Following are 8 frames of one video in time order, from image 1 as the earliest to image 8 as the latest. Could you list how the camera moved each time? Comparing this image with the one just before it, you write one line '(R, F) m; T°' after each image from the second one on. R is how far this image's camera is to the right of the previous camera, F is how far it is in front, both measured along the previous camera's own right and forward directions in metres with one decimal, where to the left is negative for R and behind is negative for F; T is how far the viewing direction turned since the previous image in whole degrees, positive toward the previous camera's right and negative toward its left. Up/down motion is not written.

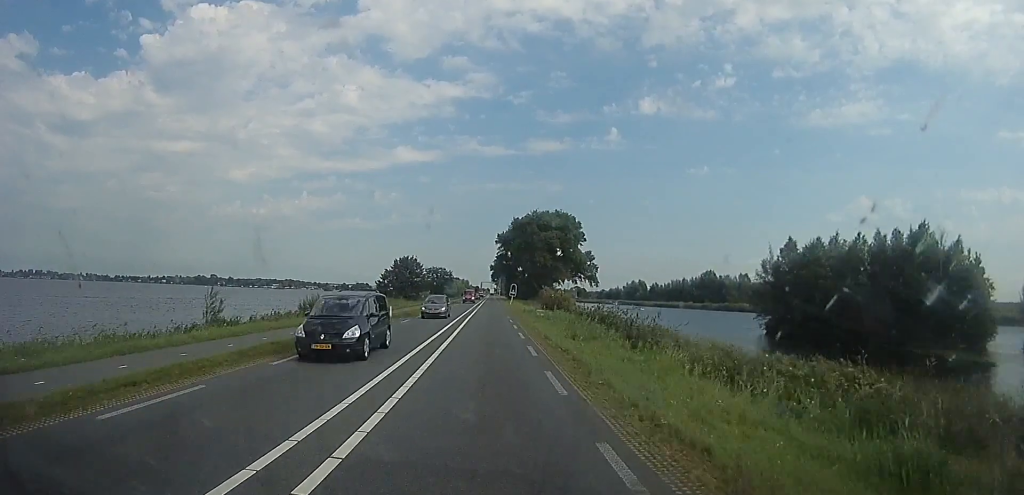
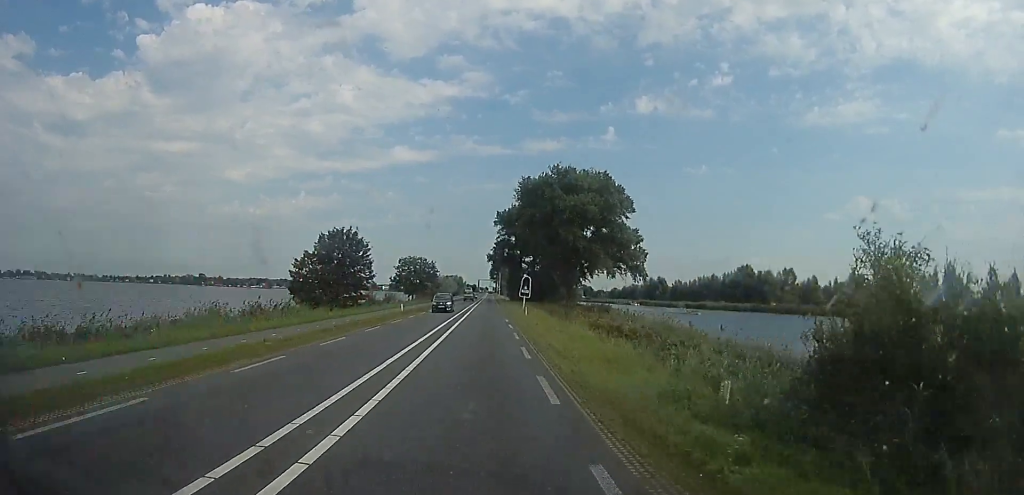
(+1.6, +43.4) m; +2°
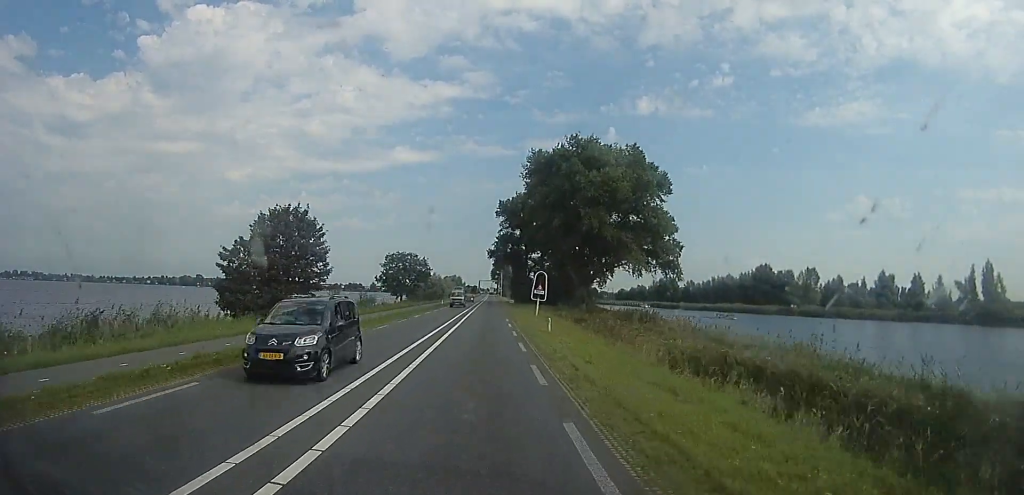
(-0.1, +16.4) m; 0°
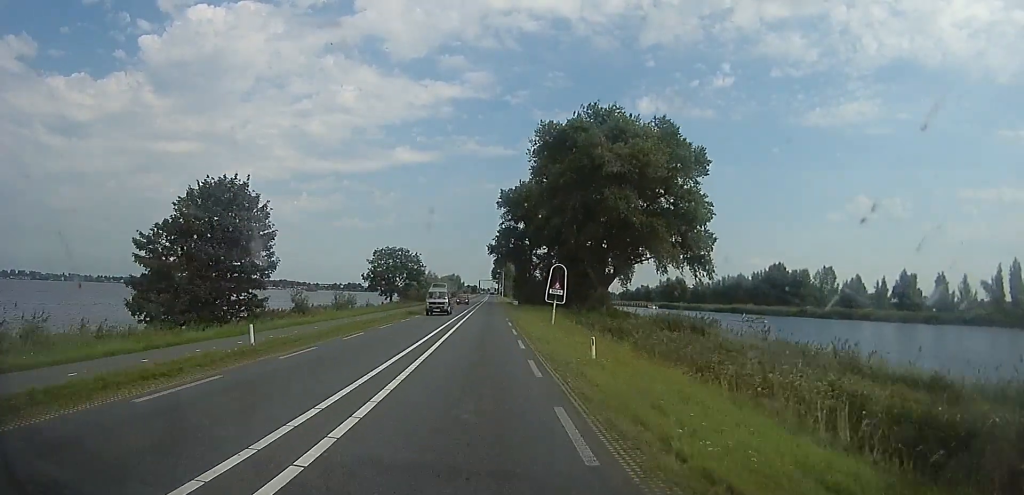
(0.0, +11.1) m; 0°
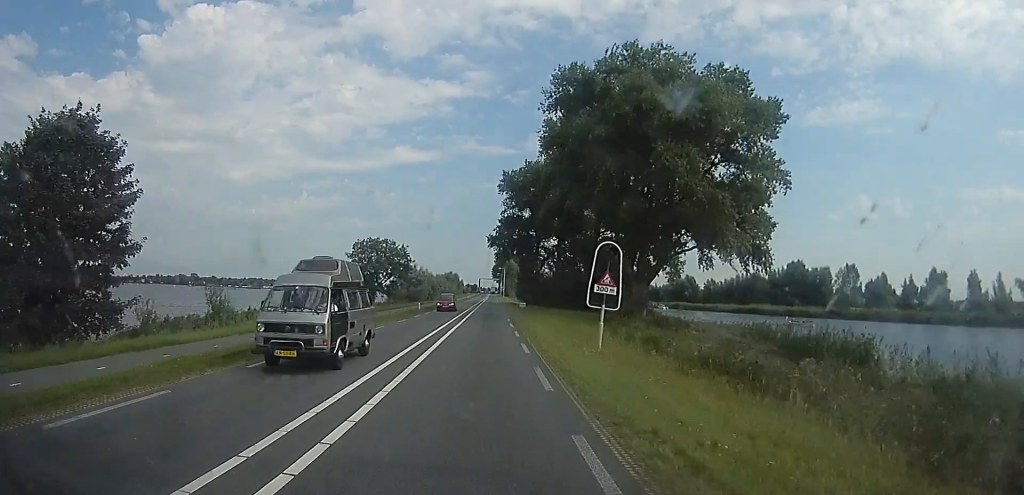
(0.0, +14.0) m; 0°
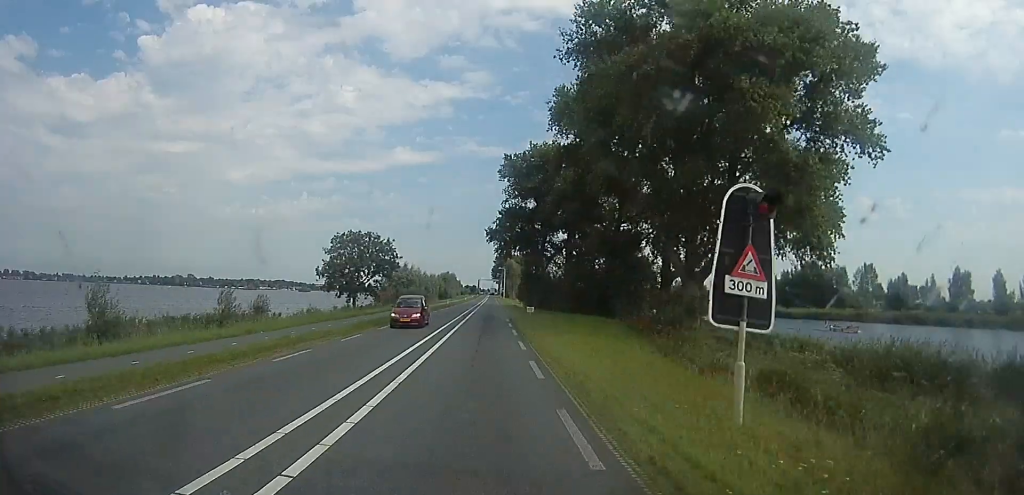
(0.0, +10.5) m; 0°
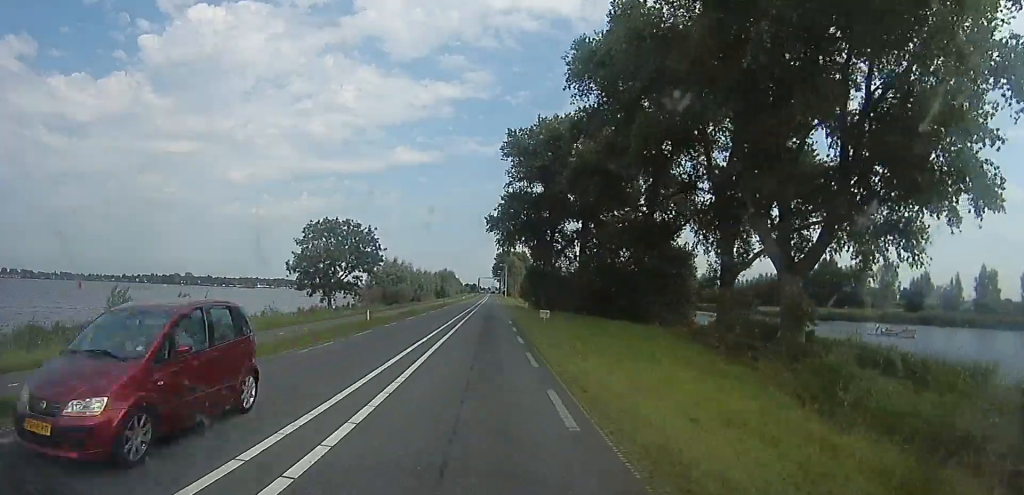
(0.0, +10.5) m; 0°
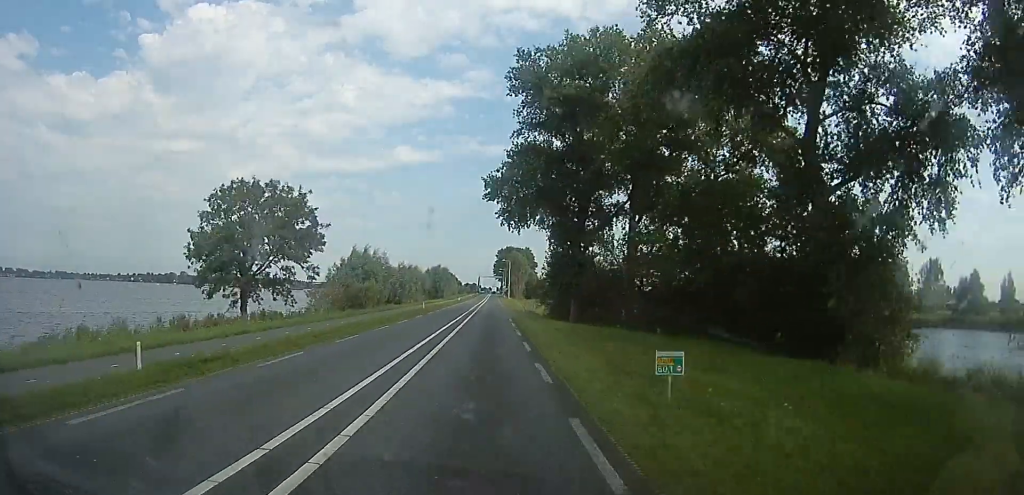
(0.0, +20.5) m; 0°
